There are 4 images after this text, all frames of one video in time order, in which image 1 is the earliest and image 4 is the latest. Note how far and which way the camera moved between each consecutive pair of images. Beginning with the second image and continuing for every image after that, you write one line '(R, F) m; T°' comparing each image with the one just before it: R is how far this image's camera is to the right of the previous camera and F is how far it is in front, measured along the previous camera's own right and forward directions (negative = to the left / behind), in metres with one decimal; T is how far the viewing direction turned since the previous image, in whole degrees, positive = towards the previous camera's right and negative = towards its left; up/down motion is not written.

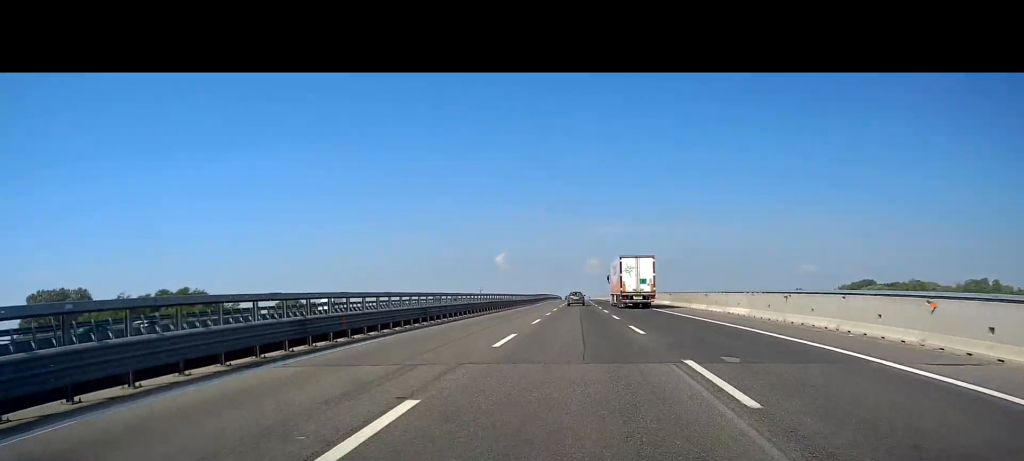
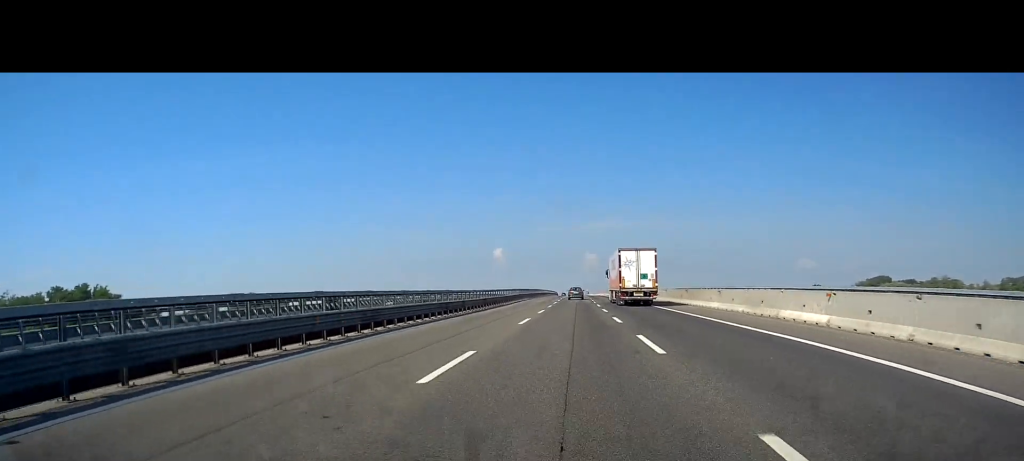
(-0.6, +41.6) m; -1°
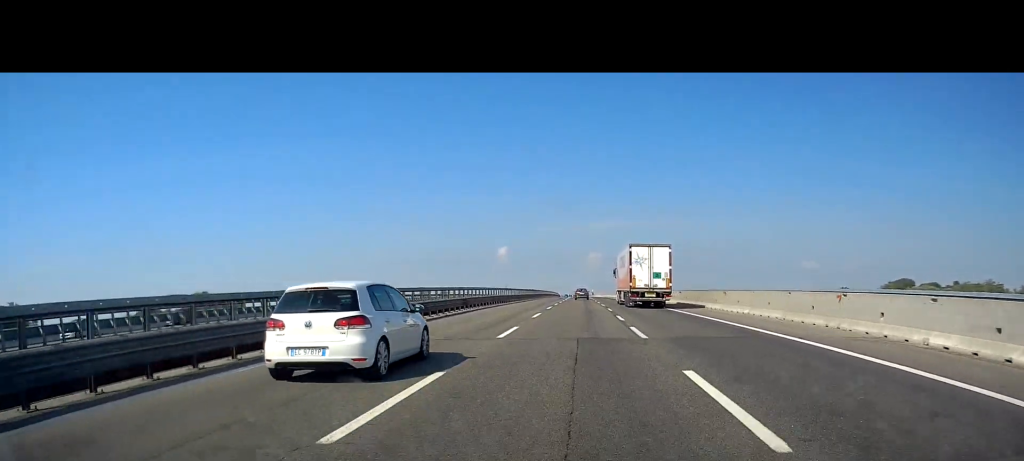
(-0.4, +42.8) m; 0°
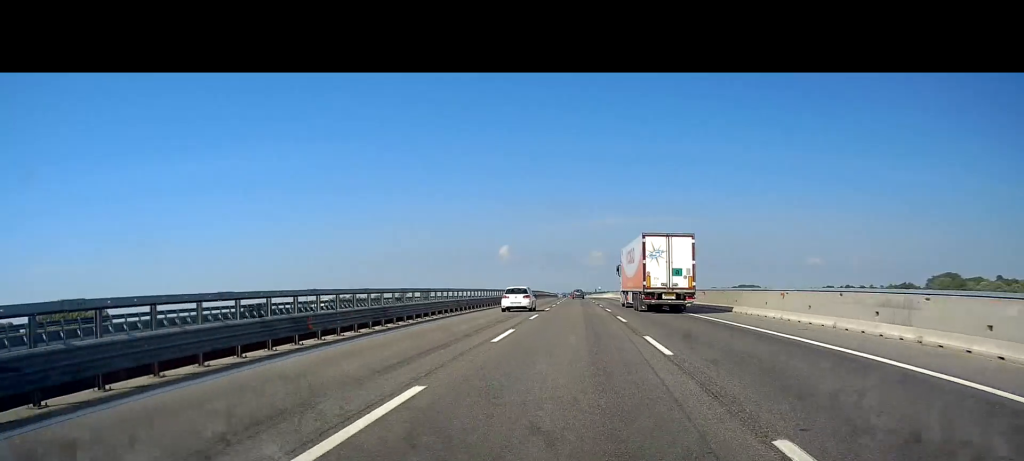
(+0.9, +83.5) m; 0°
